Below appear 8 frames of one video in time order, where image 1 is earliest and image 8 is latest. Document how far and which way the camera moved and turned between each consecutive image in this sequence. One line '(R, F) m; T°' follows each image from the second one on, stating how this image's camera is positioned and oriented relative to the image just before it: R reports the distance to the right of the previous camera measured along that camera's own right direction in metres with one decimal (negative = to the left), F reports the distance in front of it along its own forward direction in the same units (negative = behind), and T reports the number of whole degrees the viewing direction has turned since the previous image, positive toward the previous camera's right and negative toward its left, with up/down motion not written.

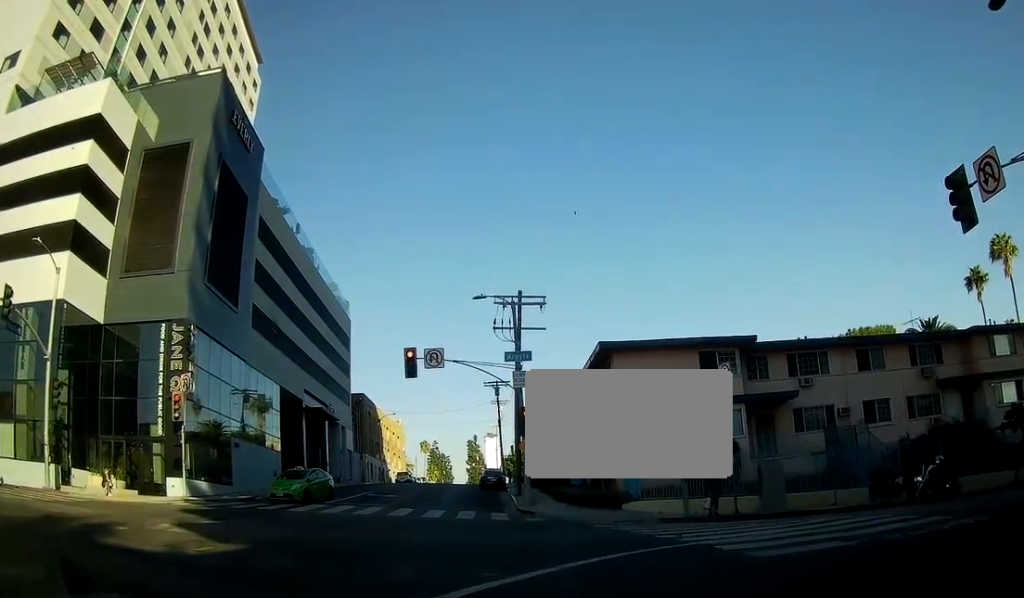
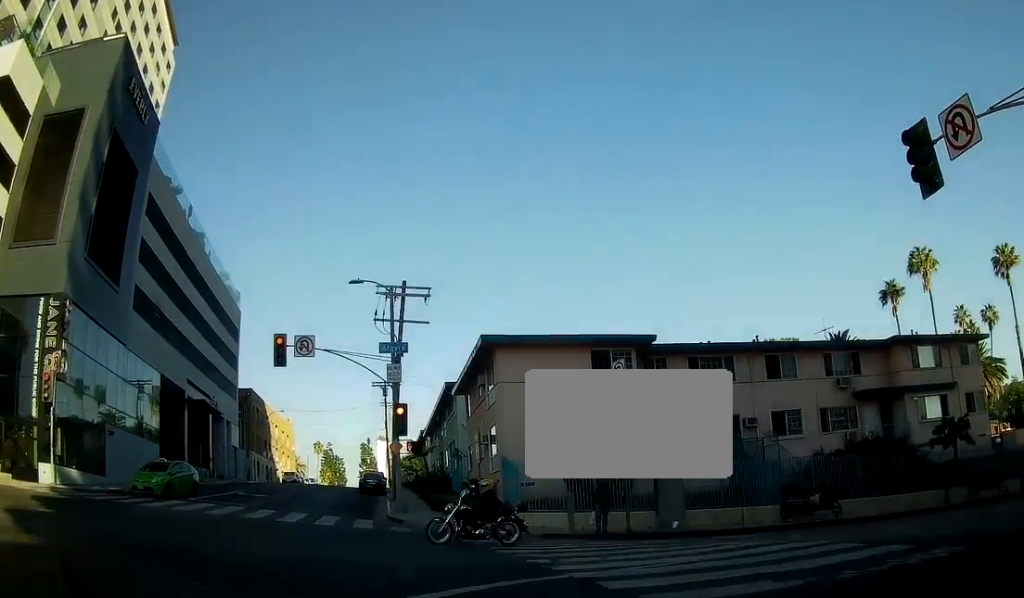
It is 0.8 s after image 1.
(0.0, +3.0) m; +2°
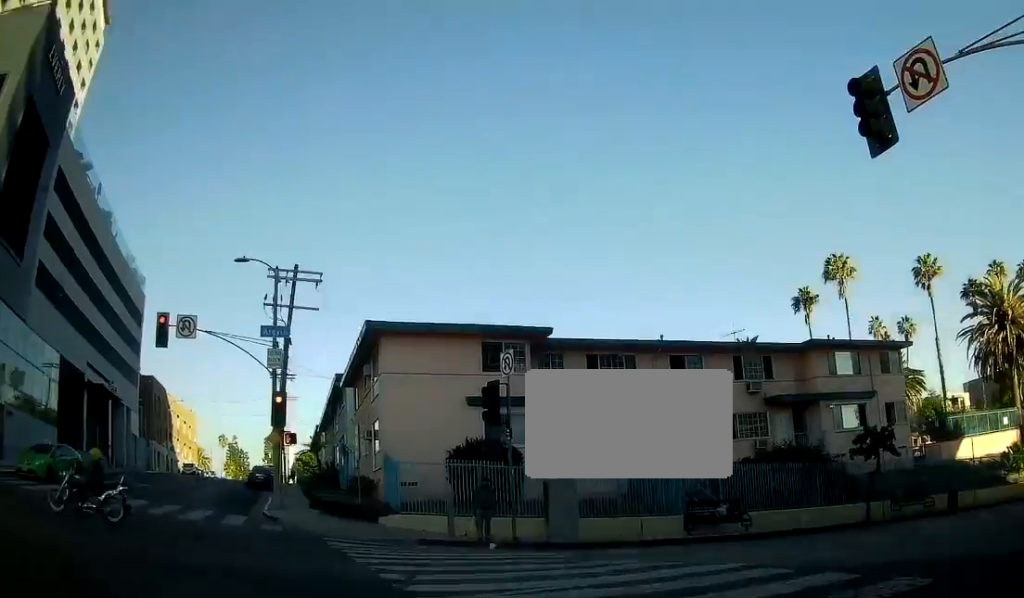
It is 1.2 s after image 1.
(0.0, +1.9) m; +3°
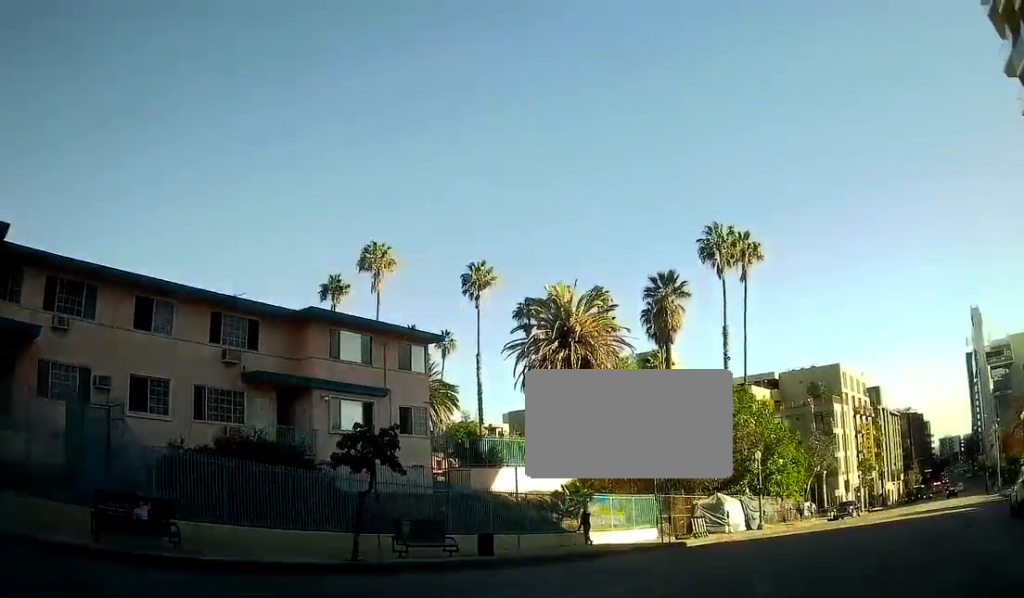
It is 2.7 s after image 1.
(+1.8, +9.7) m; +21°
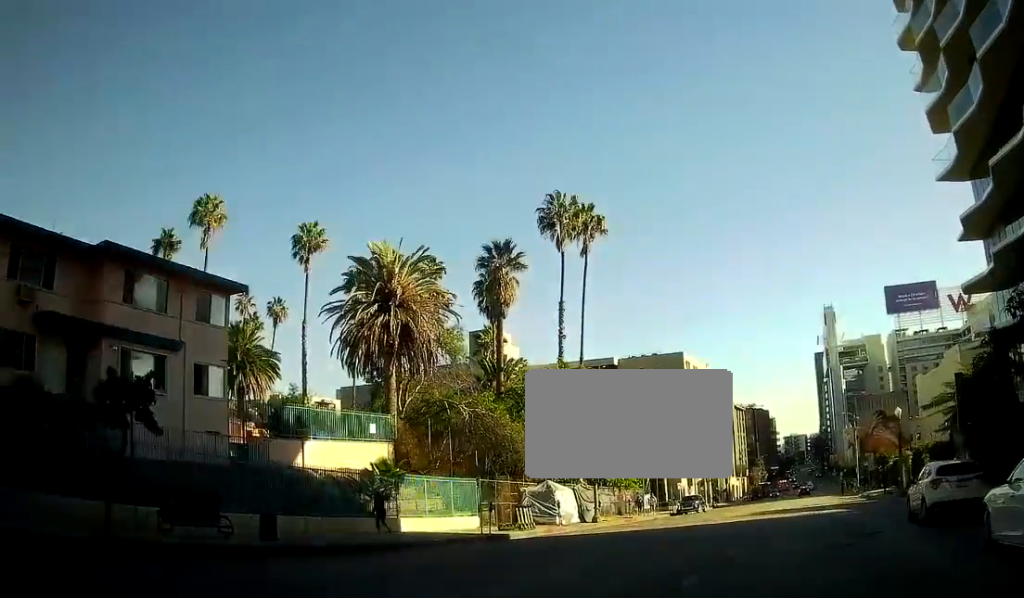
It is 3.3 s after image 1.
(+0.4, +5.0) m; +8°
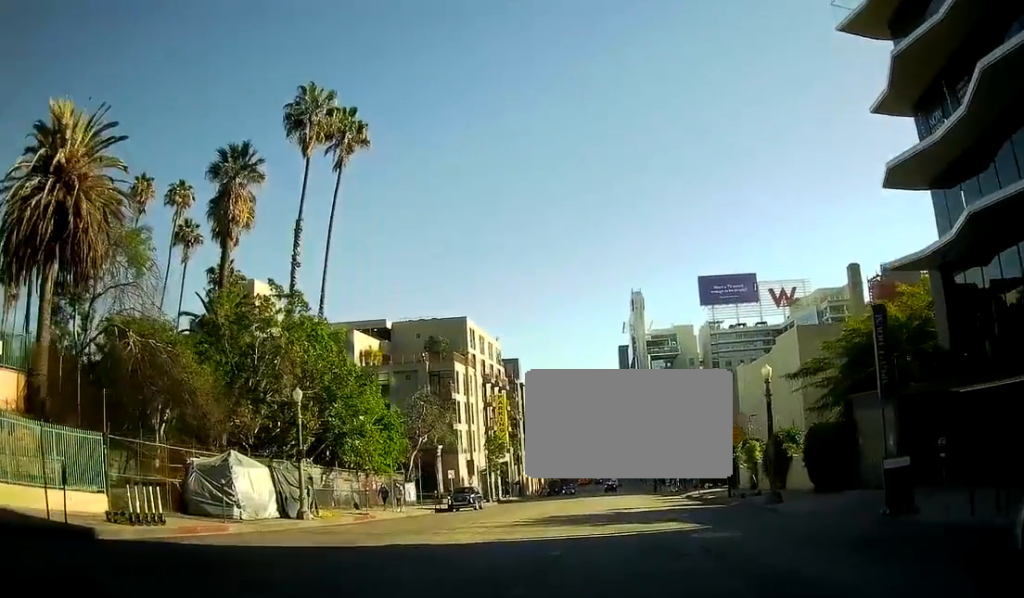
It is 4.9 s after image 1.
(+1.4, +17.3) m; +7°
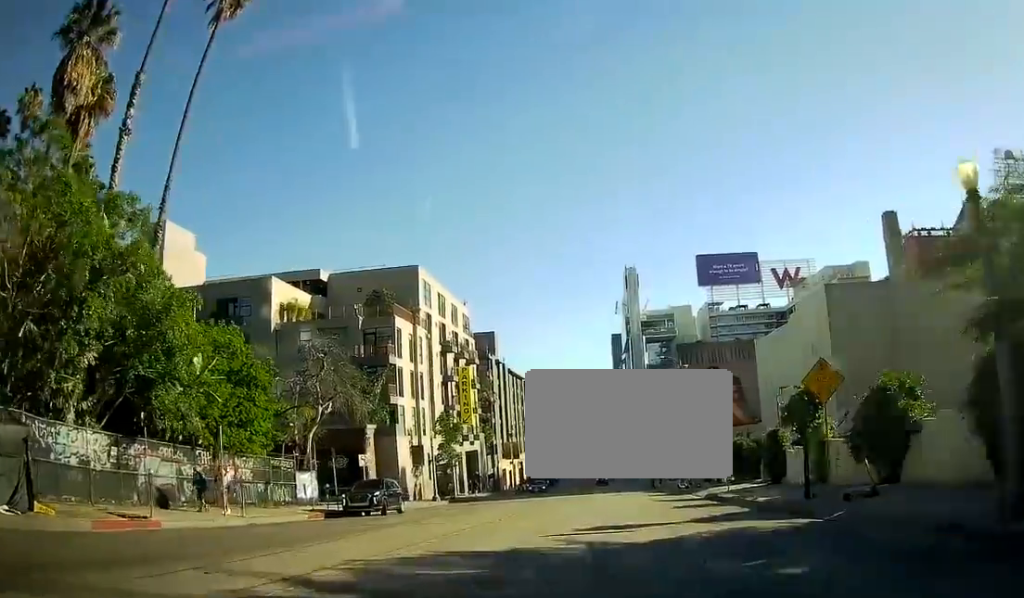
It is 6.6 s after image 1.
(+0.6, +19.7) m; +2°
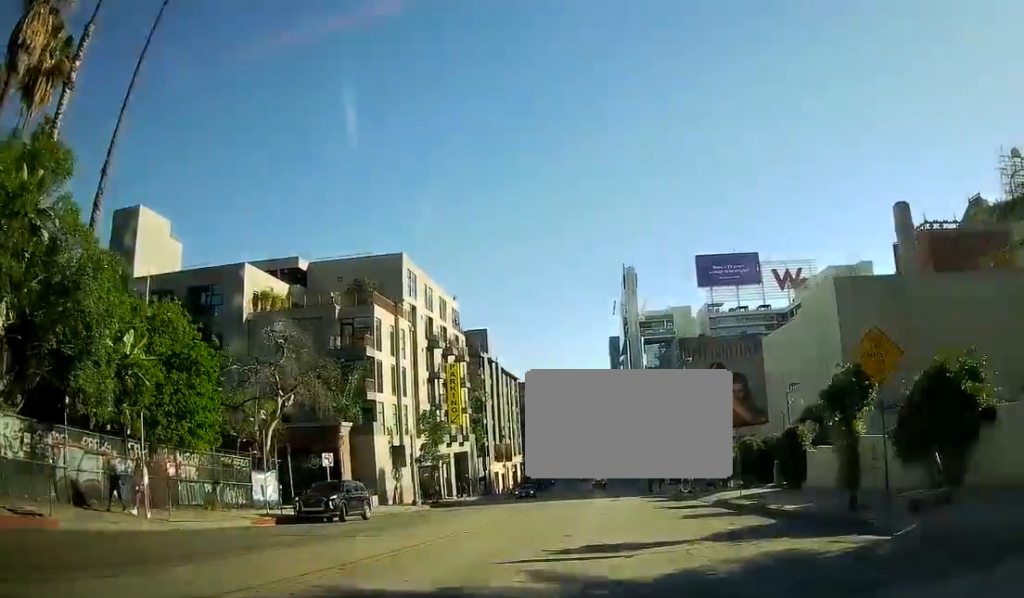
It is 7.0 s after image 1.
(0.0, +4.9) m; 0°
